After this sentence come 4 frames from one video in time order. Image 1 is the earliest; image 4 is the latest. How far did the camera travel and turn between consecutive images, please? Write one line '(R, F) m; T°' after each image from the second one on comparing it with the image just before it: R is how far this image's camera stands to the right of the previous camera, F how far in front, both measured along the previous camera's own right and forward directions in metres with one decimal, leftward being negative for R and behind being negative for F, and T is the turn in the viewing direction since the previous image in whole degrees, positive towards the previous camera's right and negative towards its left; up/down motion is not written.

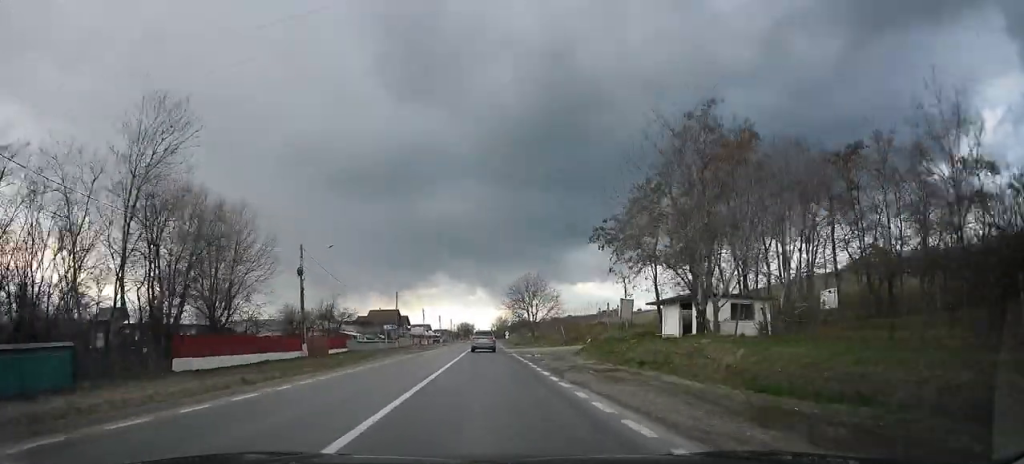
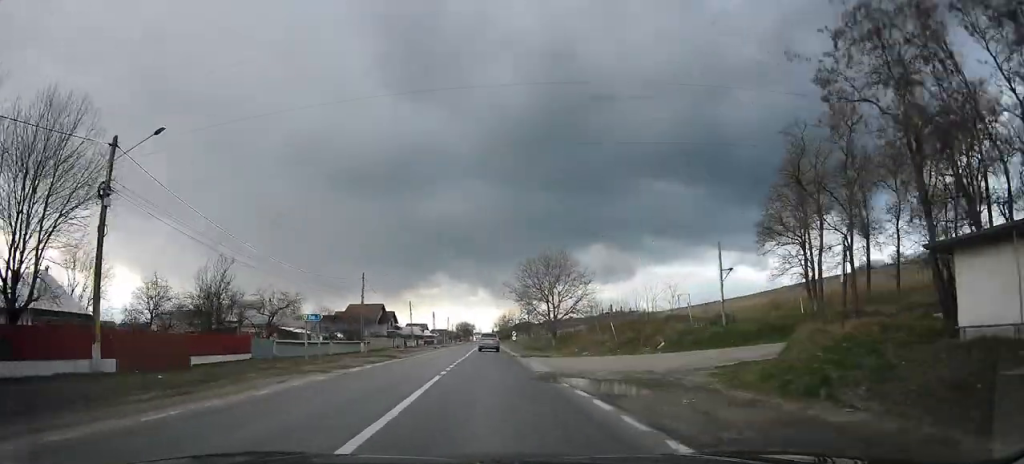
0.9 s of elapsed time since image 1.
(-0.3, +22.0) m; 0°
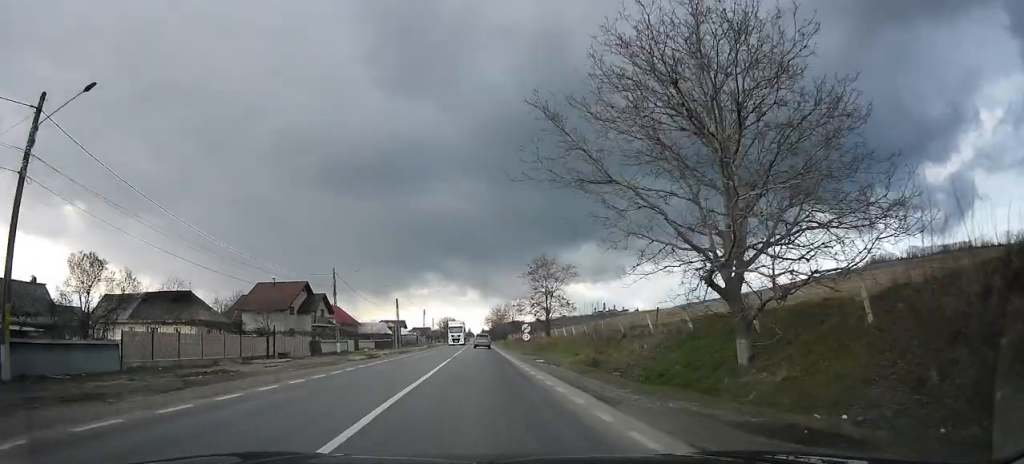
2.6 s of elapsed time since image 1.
(+0.8, +43.0) m; +1°
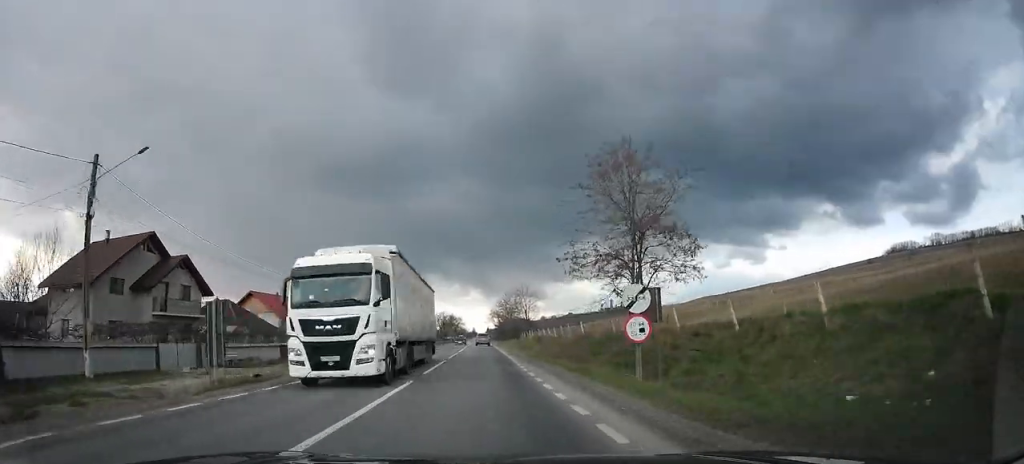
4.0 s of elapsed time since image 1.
(-0.6, +34.5) m; -2°
